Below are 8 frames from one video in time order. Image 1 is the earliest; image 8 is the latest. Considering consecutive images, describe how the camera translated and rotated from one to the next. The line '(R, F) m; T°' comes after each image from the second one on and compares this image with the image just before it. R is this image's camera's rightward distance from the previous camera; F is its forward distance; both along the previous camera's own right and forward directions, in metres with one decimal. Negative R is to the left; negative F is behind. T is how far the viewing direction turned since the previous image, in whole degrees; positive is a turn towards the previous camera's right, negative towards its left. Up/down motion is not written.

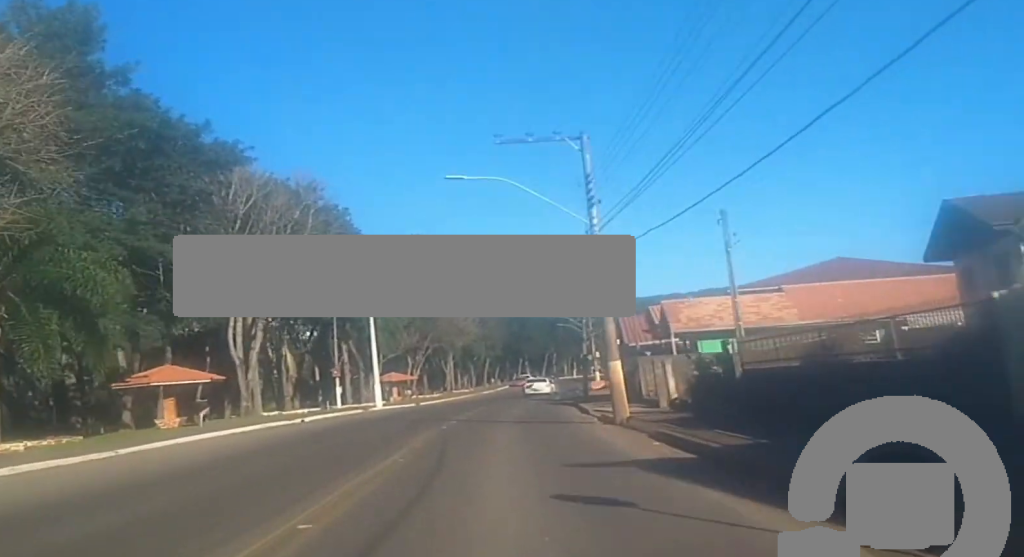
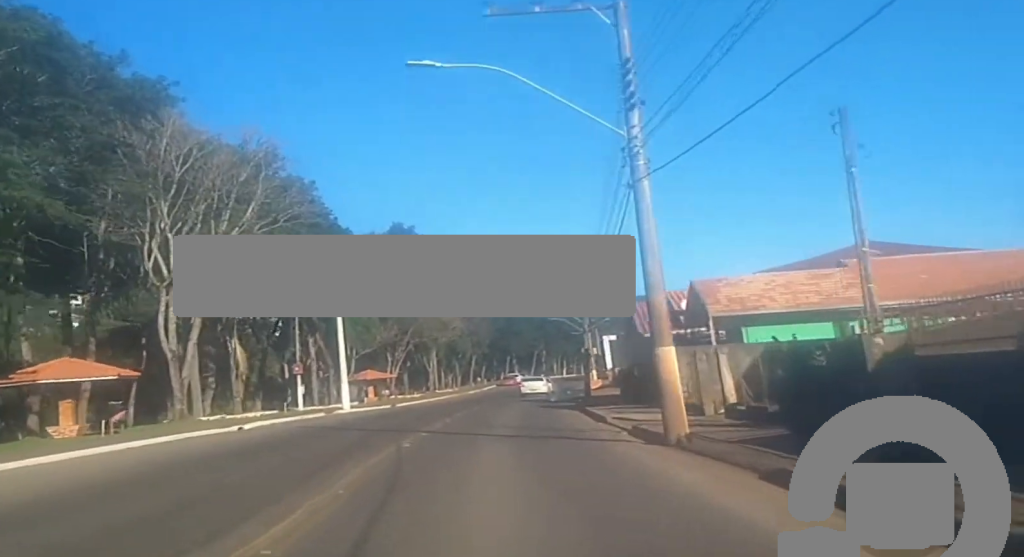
(0.0, +9.0) m; +1°
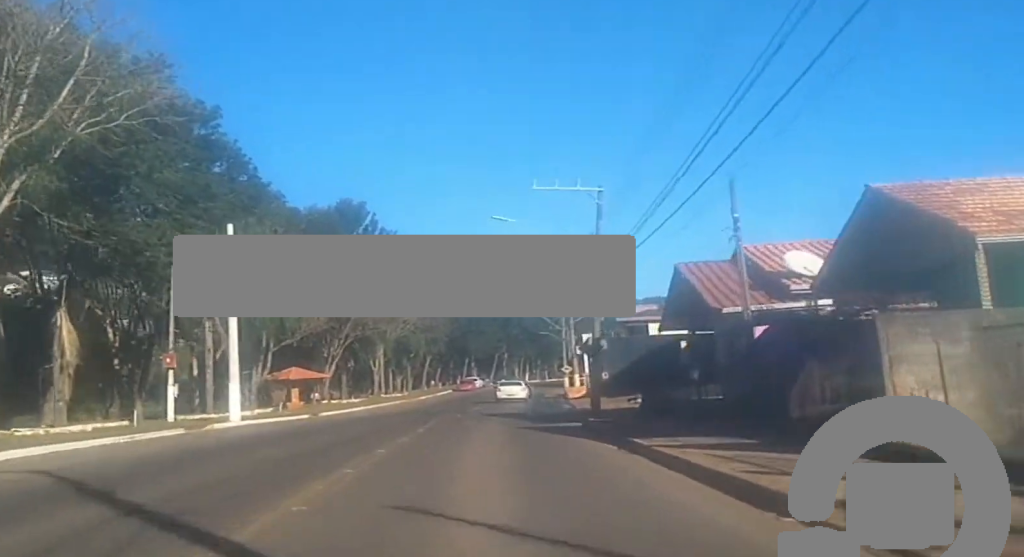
(+0.3, +17.3) m; +3°
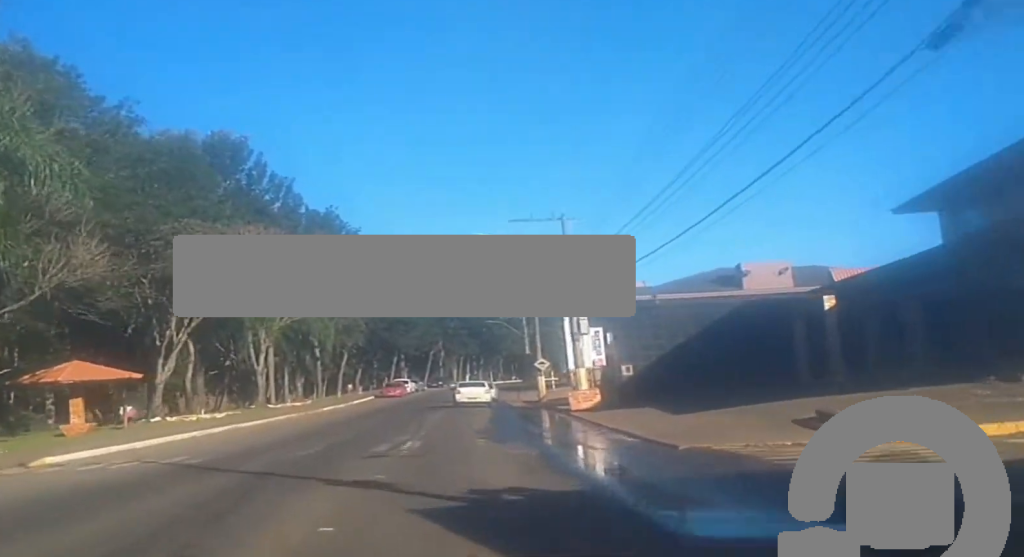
(+1.2, +28.3) m; +4°
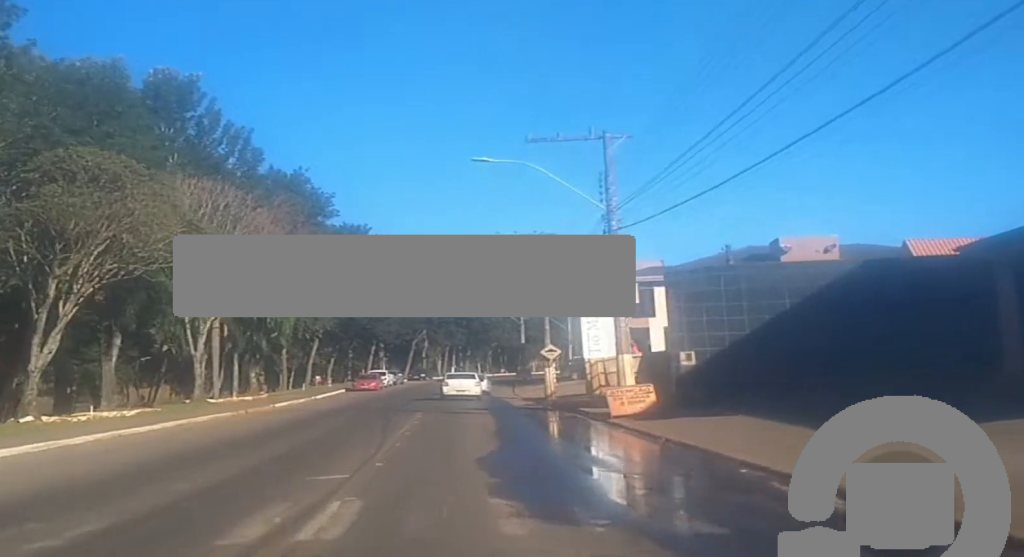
(0.0, +12.5) m; +1°
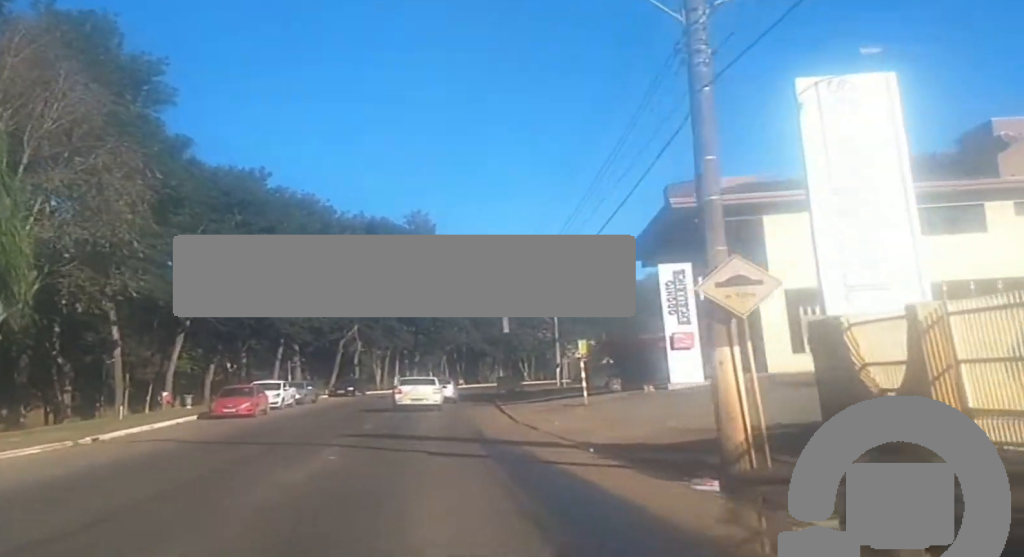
(-0.7, +34.4) m; -2°
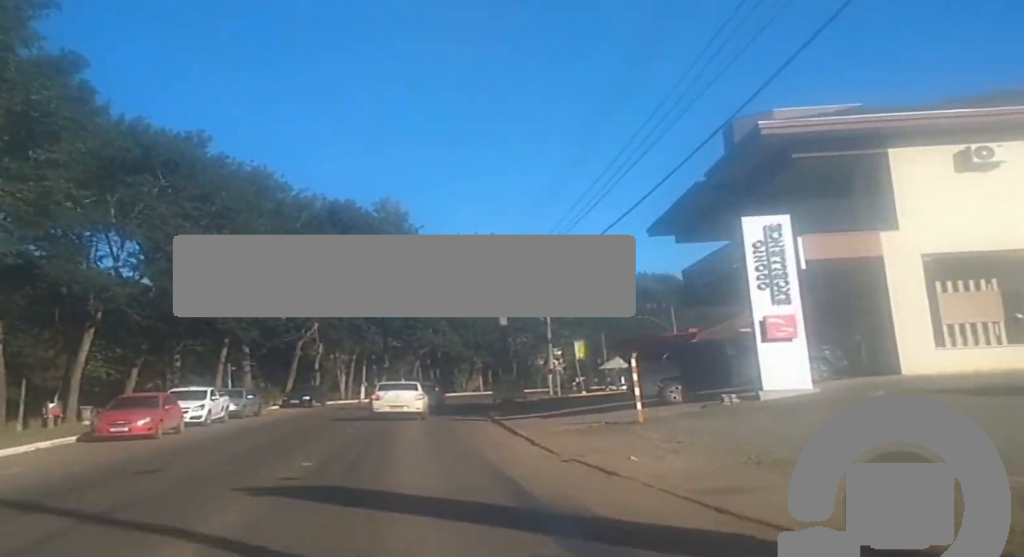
(+0.4, +11.7) m; +3°
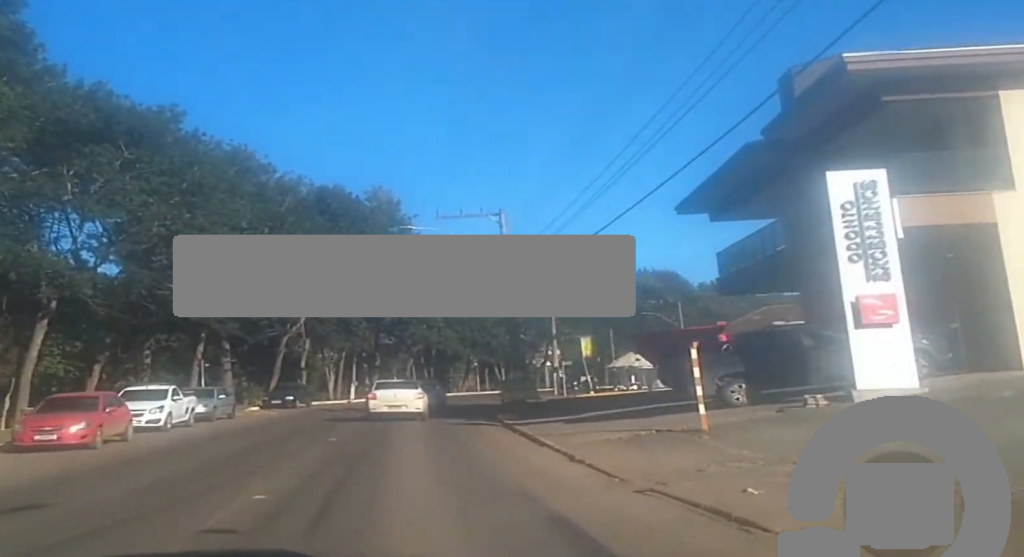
(+0.1, +5.2) m; 0°
